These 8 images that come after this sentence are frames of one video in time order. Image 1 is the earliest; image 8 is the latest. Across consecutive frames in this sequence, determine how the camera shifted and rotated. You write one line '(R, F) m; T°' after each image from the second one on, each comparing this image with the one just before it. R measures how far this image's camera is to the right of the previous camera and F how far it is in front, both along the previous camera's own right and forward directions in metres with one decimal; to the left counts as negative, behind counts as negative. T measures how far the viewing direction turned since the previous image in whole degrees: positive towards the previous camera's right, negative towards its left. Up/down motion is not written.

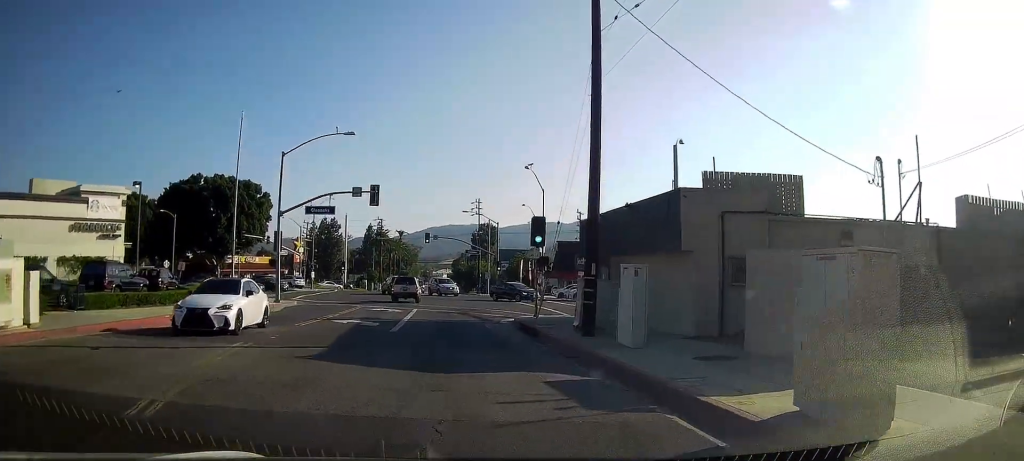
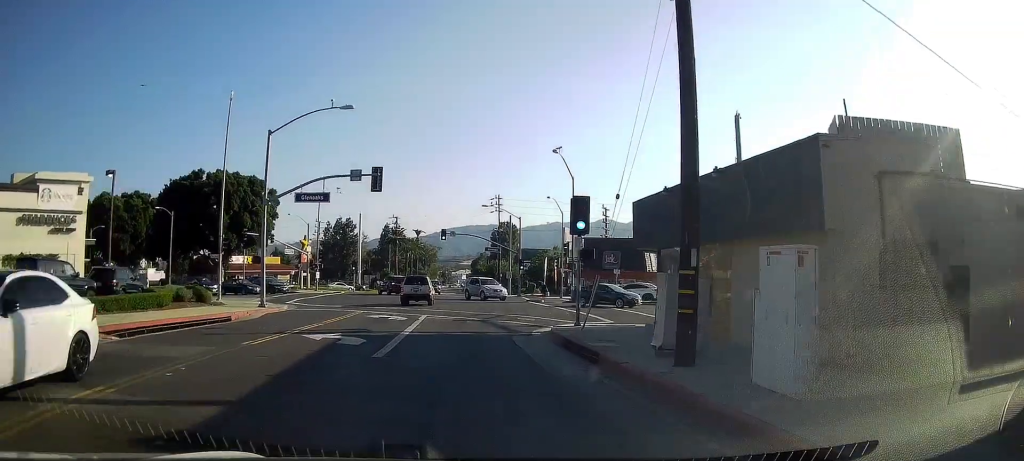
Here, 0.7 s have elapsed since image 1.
(+0.2, +6.4) m; -2°
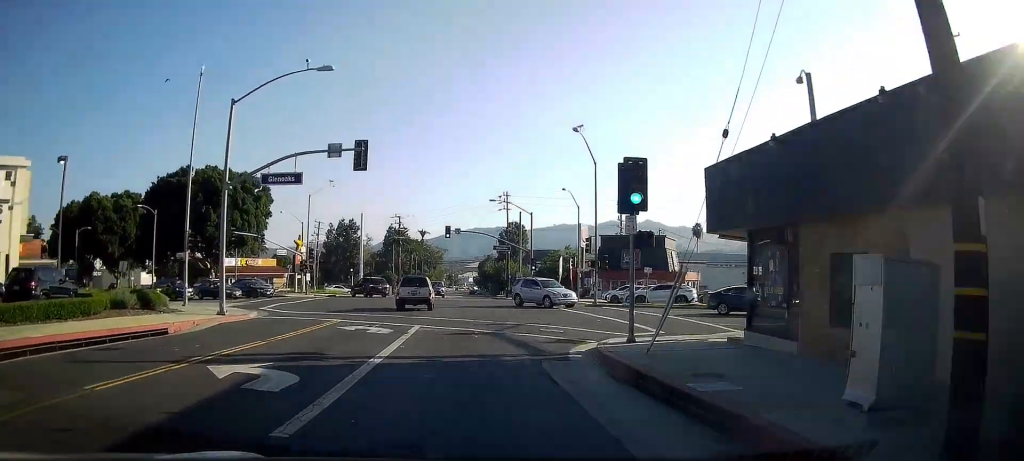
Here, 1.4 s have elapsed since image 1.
(-0.5, +6.8) m; 0°
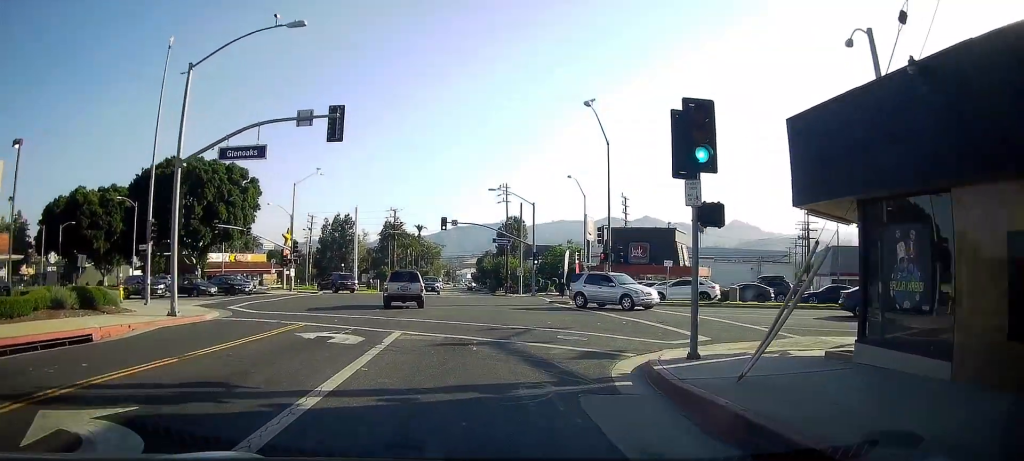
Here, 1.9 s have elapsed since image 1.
(+0.1, +4.6) m; +1°
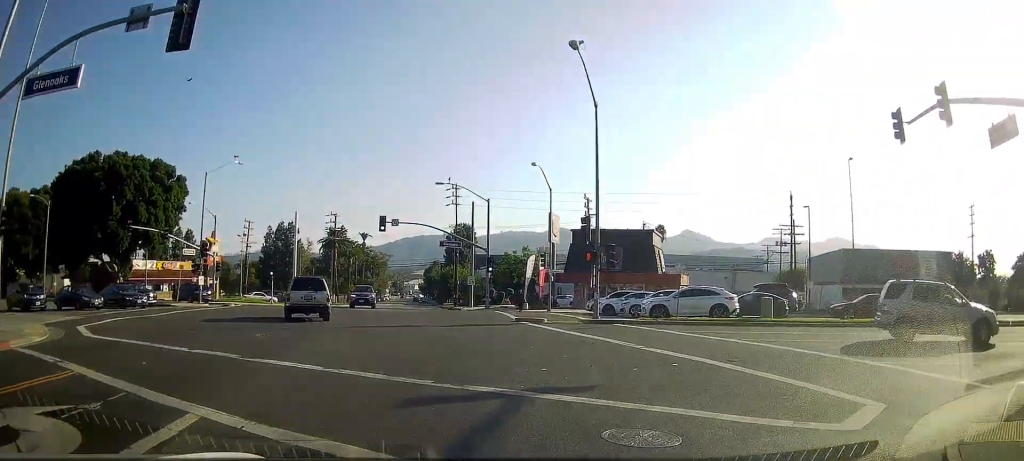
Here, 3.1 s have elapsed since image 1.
(+0.6, +10.7) m; +4°
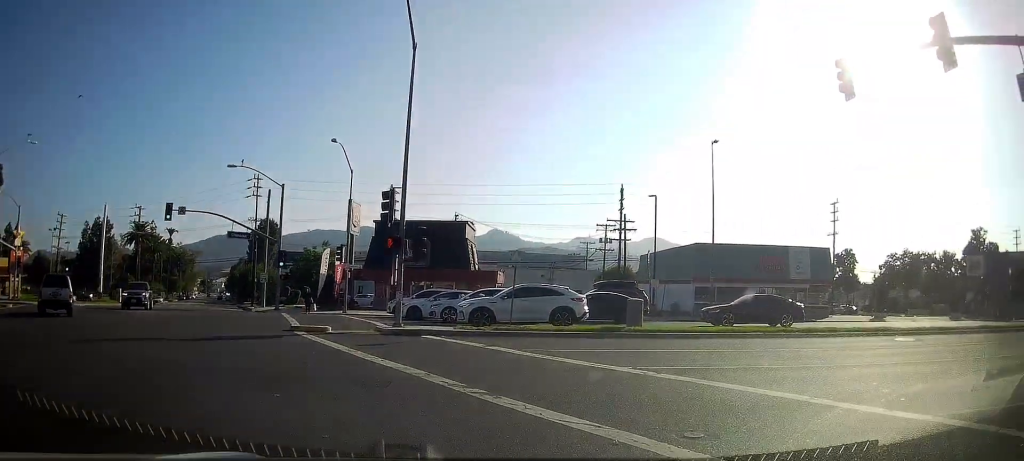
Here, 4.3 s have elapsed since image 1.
(+0.3, +8.8) m; +11°
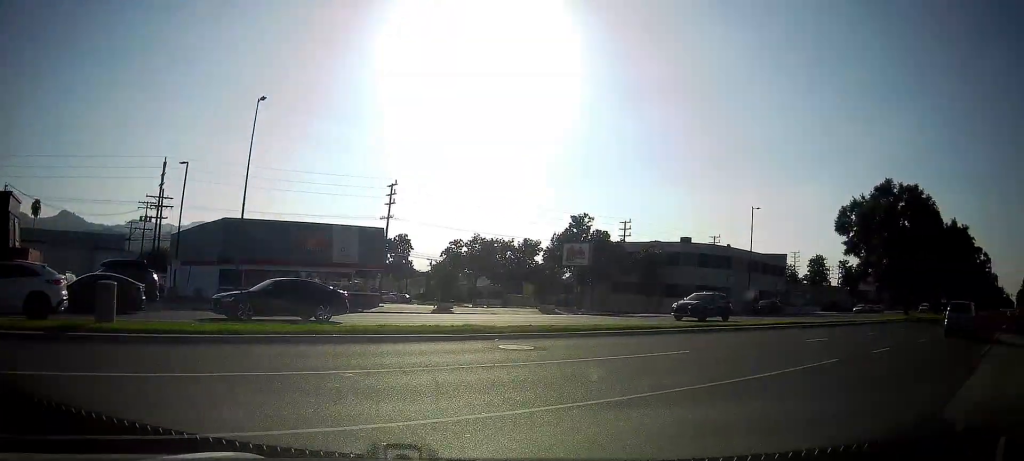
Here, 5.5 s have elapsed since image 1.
(+1.3, +6.6) m; +40°
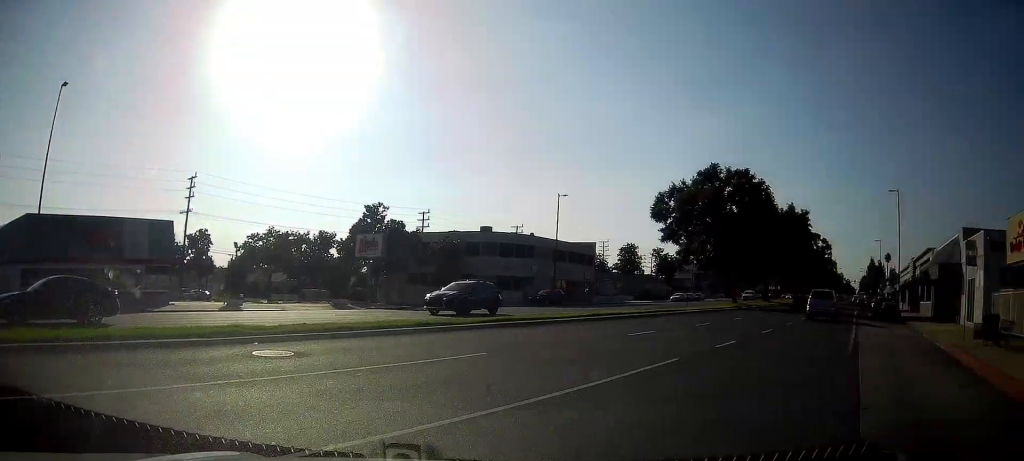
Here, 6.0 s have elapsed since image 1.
(+0.8, +2.4) m; +16°
